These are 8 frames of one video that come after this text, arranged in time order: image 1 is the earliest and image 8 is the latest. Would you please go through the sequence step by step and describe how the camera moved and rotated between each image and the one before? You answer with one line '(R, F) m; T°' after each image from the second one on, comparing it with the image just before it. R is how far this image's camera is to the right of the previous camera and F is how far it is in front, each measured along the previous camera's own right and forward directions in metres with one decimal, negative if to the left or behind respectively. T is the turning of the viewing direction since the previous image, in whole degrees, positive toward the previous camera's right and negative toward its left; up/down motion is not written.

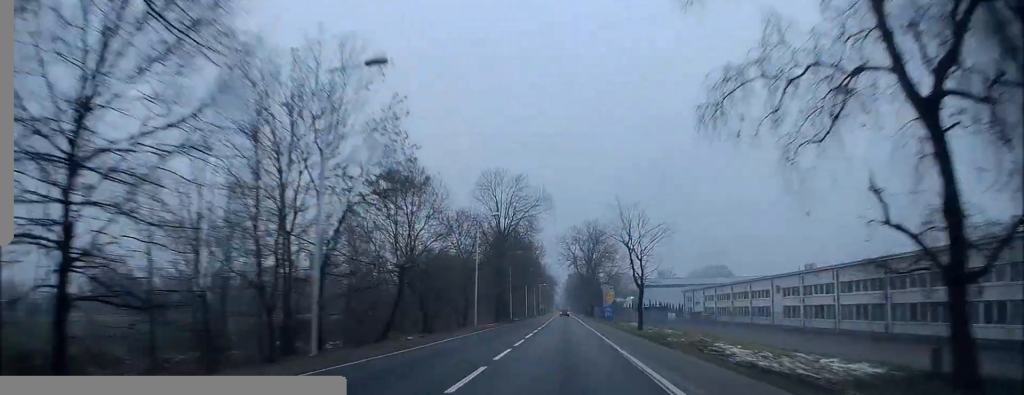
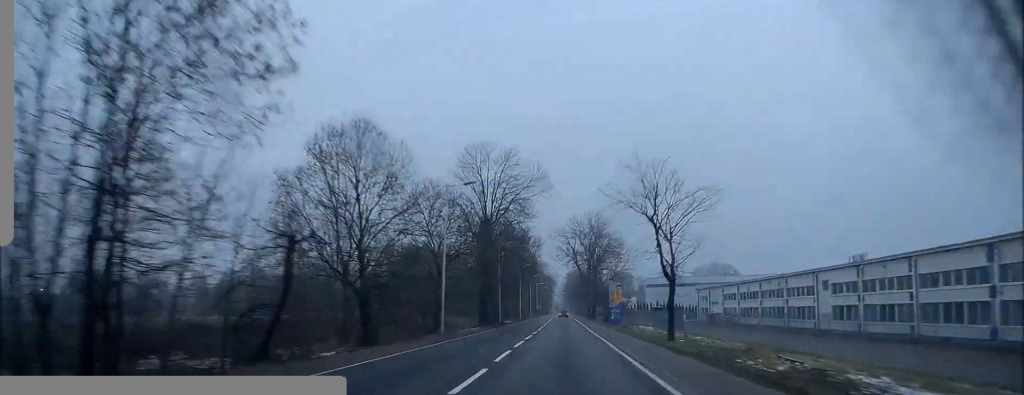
(+0.1, +11.9) m; 0°
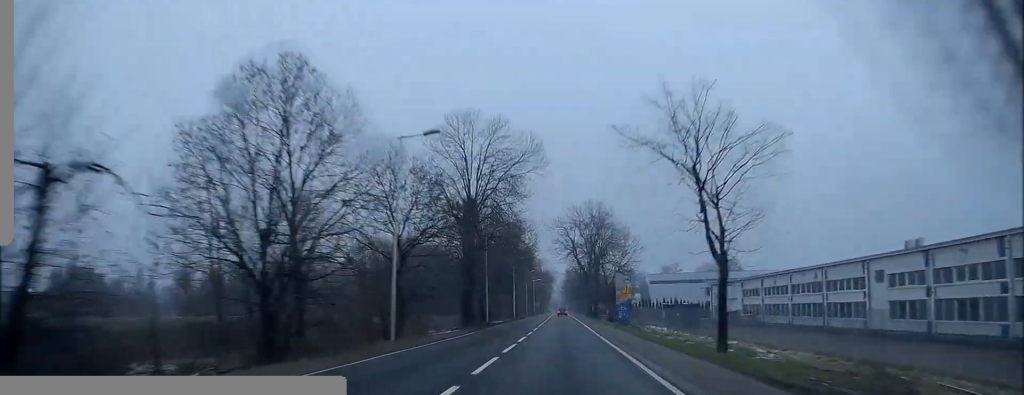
(0.0, +9.5) m; 0°
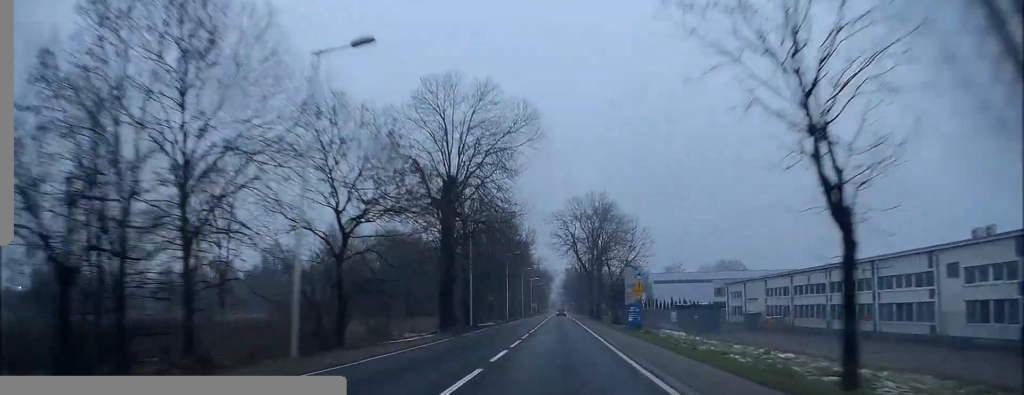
(0.0, +8.9) m; -1°
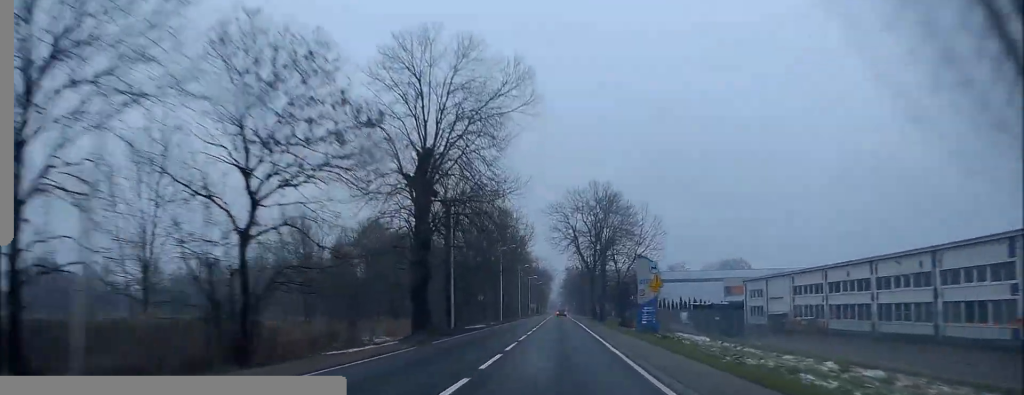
(0.0, +7.7) m; 0°
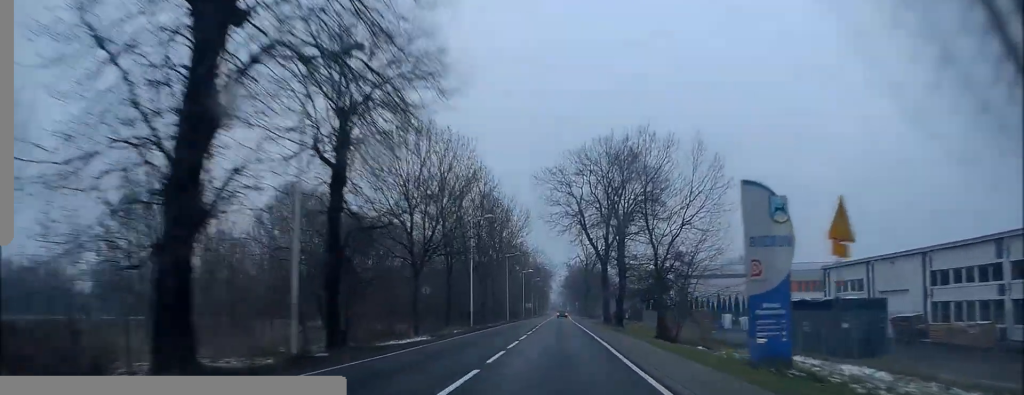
(-0.2, +22.5) m; 0°
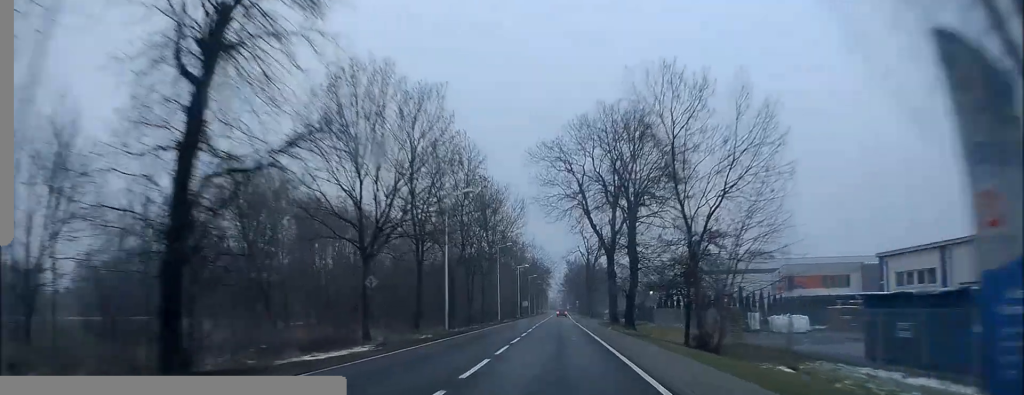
(+0.1, +9.5) m; 0°
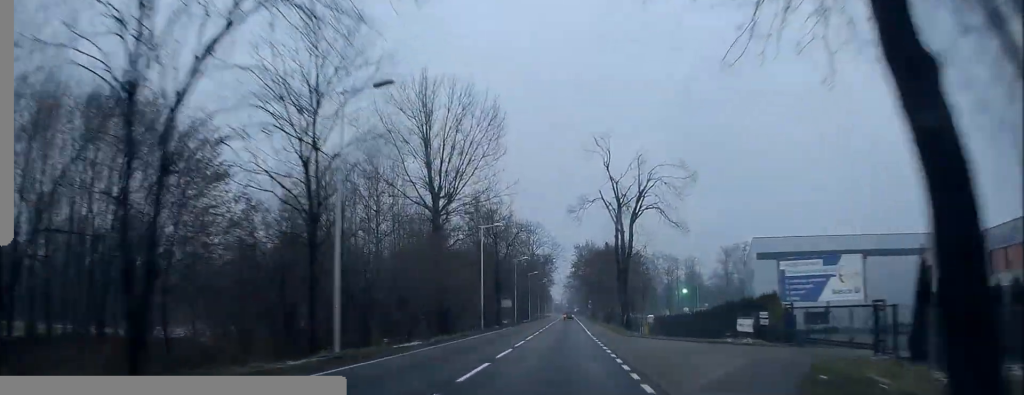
(-0.5, +48.4) m; -1°
